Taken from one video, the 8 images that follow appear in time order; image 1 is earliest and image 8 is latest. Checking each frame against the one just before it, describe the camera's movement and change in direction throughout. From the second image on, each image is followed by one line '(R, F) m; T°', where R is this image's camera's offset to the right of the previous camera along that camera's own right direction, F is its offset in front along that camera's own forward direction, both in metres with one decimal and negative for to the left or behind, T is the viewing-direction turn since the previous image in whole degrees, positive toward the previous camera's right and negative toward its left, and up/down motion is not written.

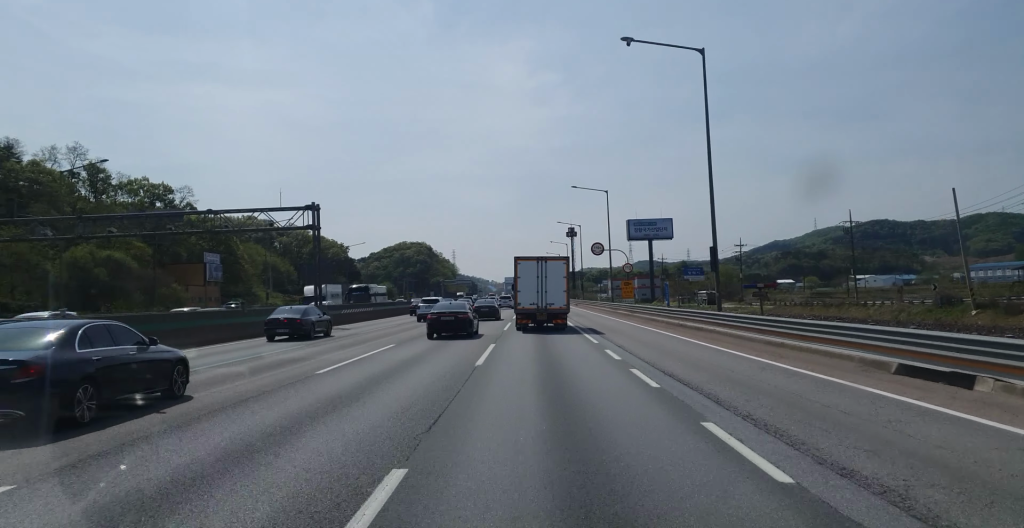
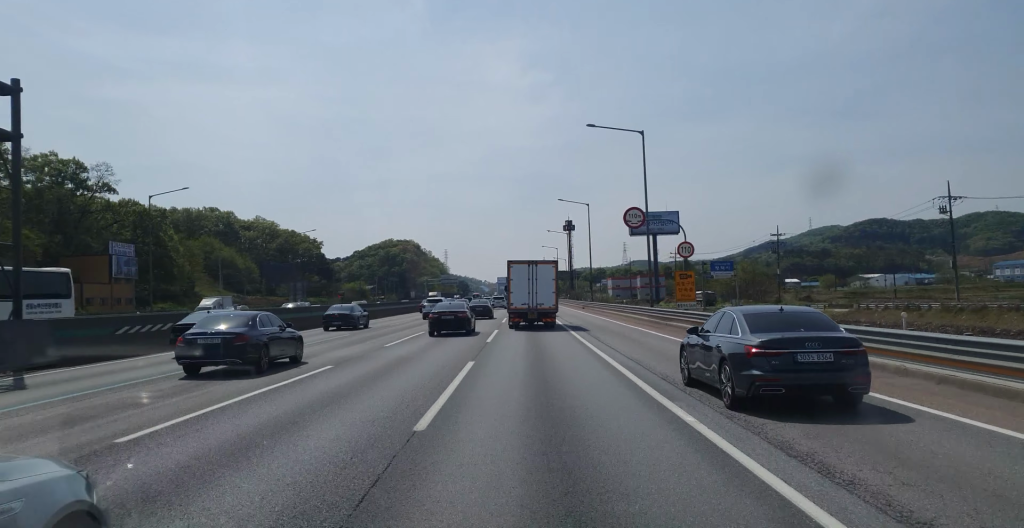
(+0.6, +28.5) m; 0°
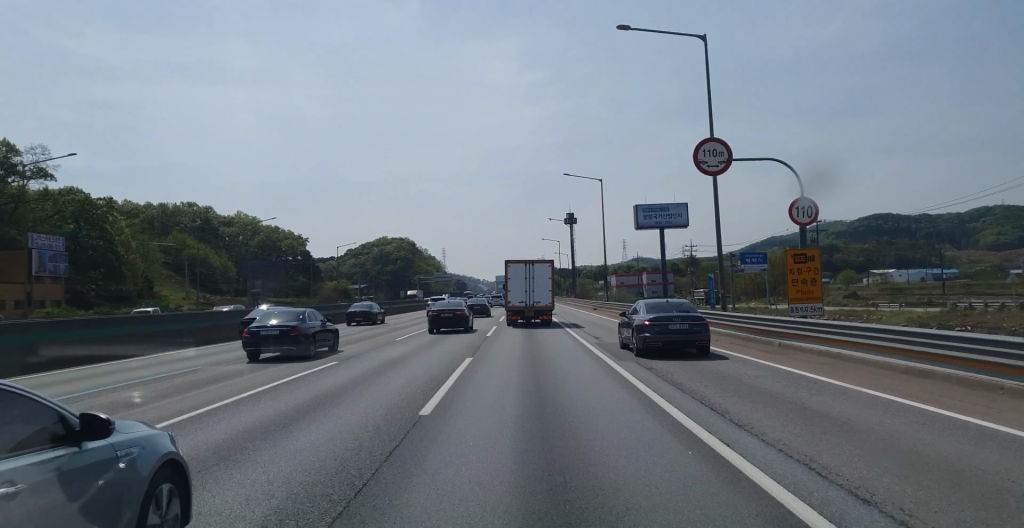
(-0.3, +17.8) m; -1°
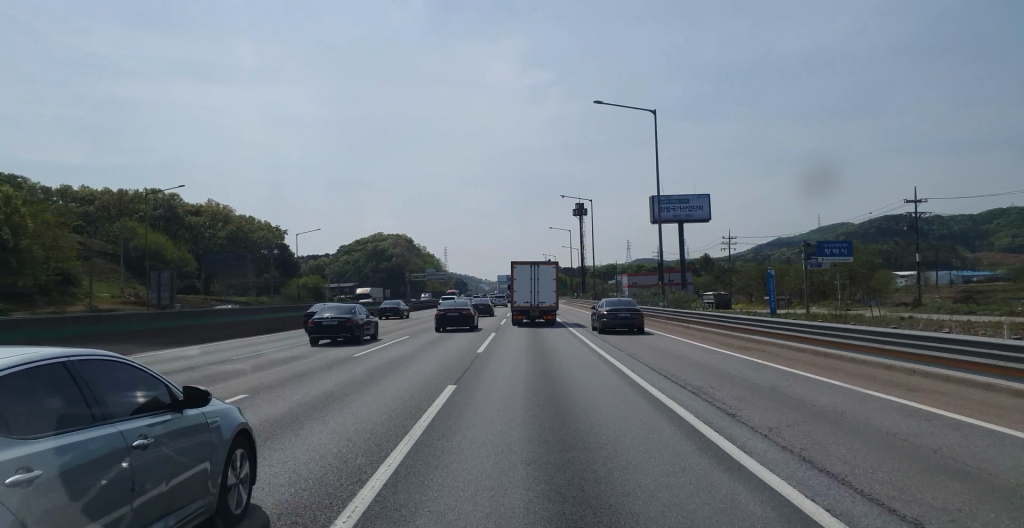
(+0.2, +27.4) m; +1°
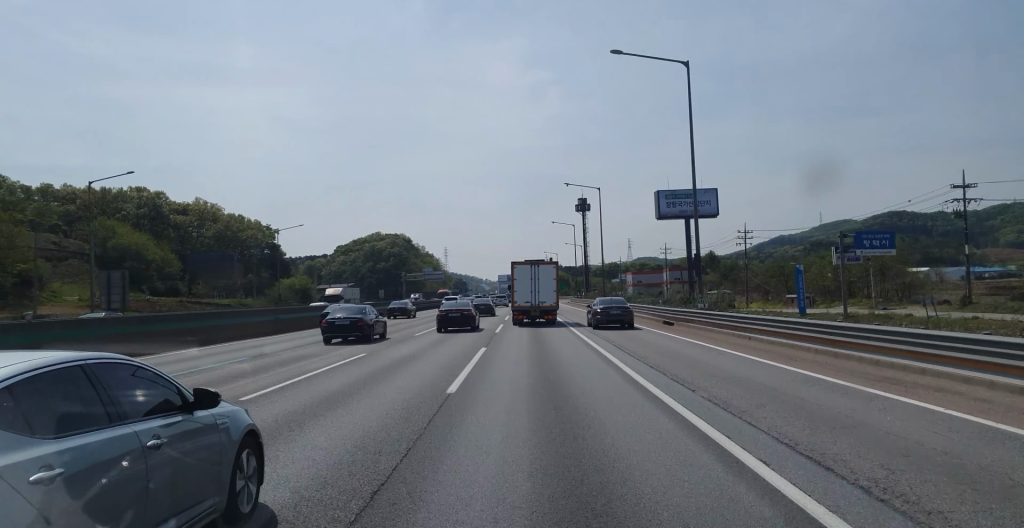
(0.0, +9.2) m; 0°
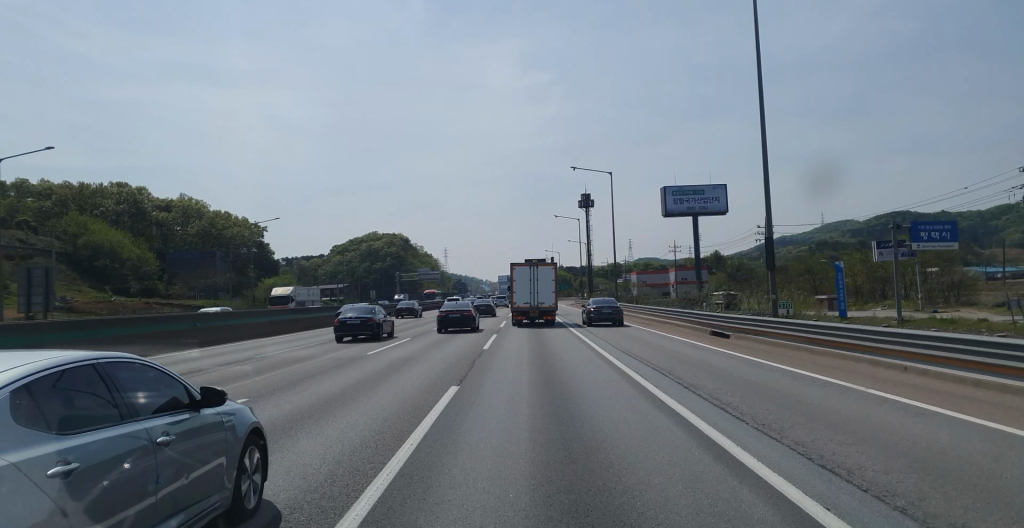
(0.0, +10.5) m; 0°
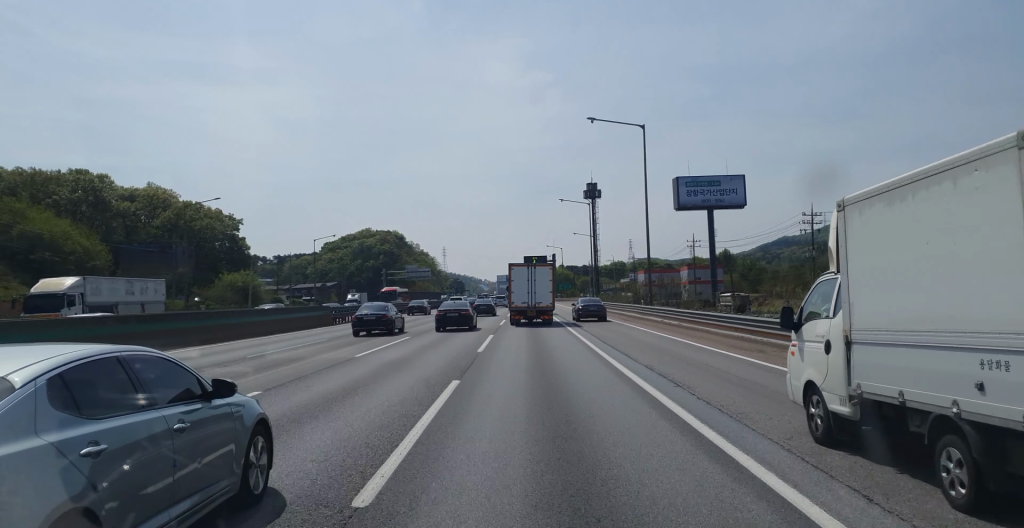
(-0.2, +18.9) m; -1°
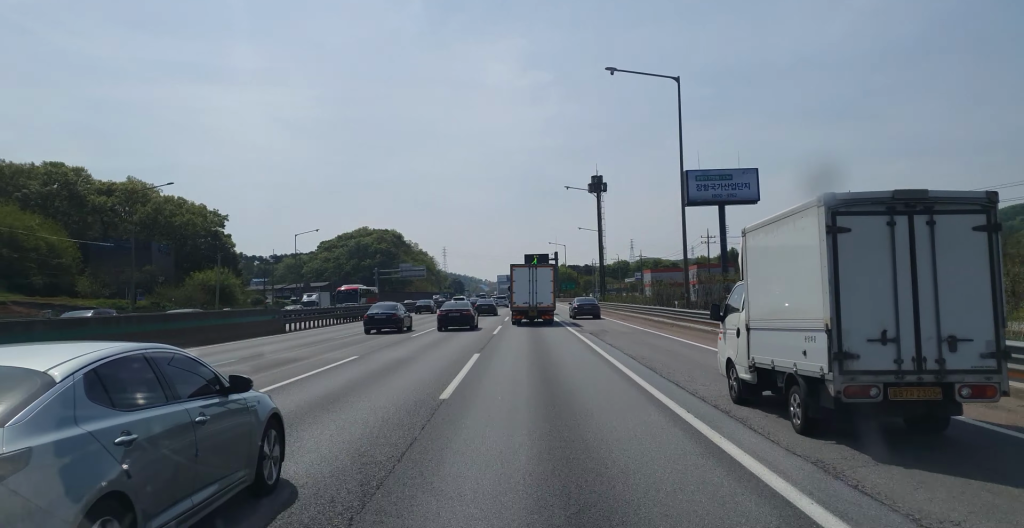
(0.0, +10.8) m; 0°
